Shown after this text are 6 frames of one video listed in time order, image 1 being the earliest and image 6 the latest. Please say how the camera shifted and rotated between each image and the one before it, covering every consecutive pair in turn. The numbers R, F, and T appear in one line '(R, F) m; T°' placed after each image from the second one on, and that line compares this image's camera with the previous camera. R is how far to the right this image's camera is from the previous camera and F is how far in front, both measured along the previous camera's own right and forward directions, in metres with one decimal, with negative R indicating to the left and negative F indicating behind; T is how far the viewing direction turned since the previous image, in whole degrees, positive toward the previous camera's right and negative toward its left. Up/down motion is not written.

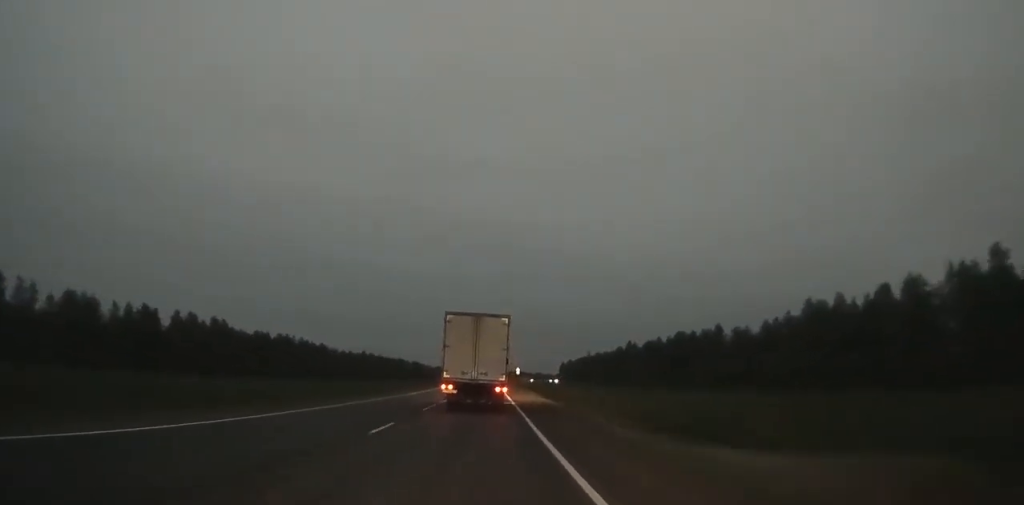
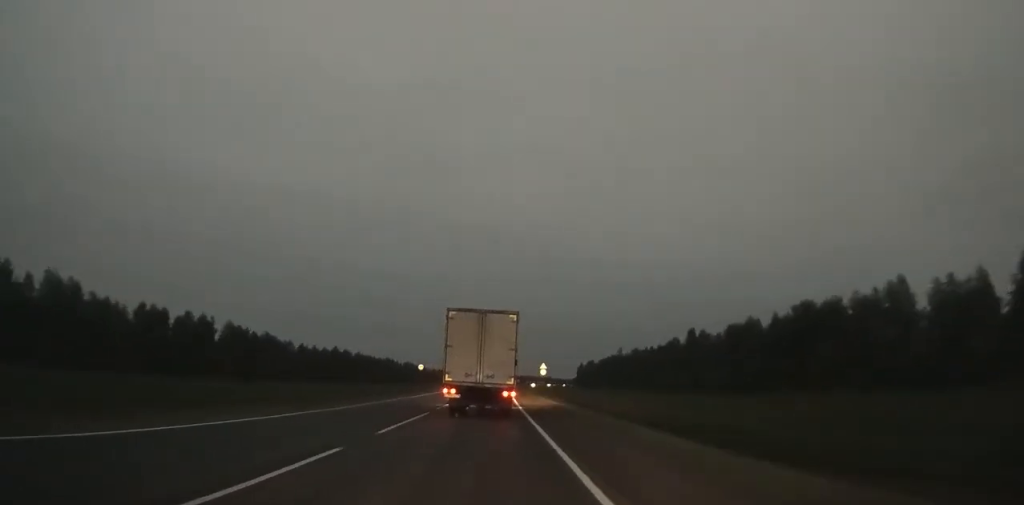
(0.0, +56.1) m; 0°
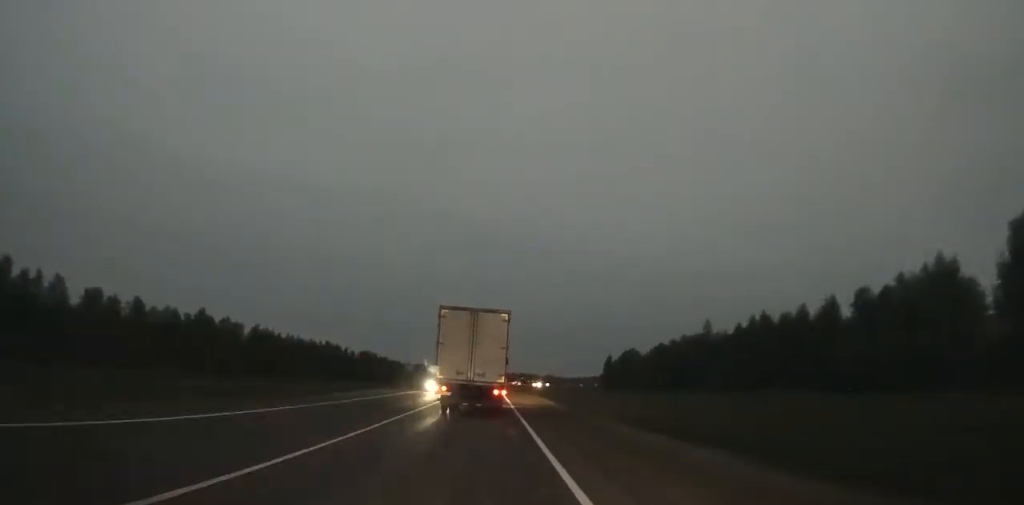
(+0.3, +97.2) m; 0°
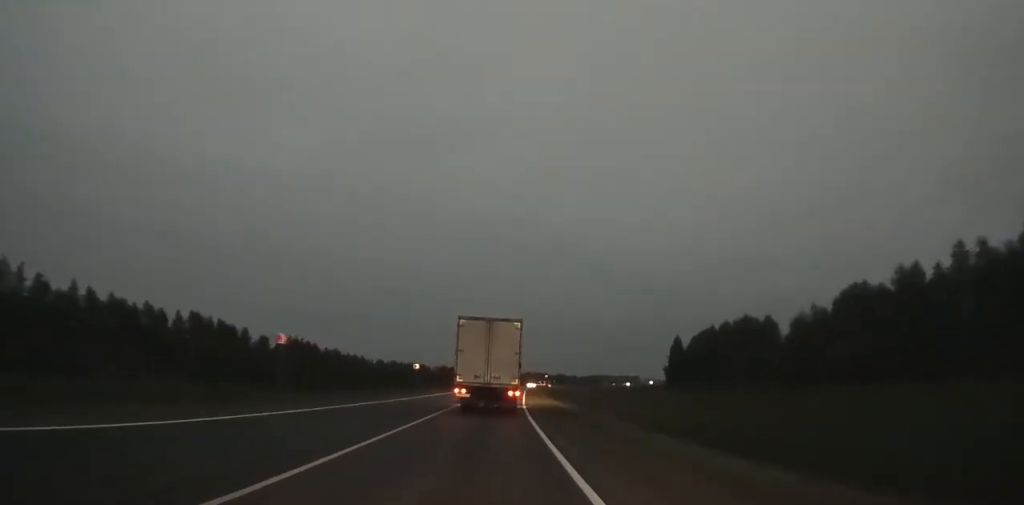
(-0.2, +89.2) m; +1°
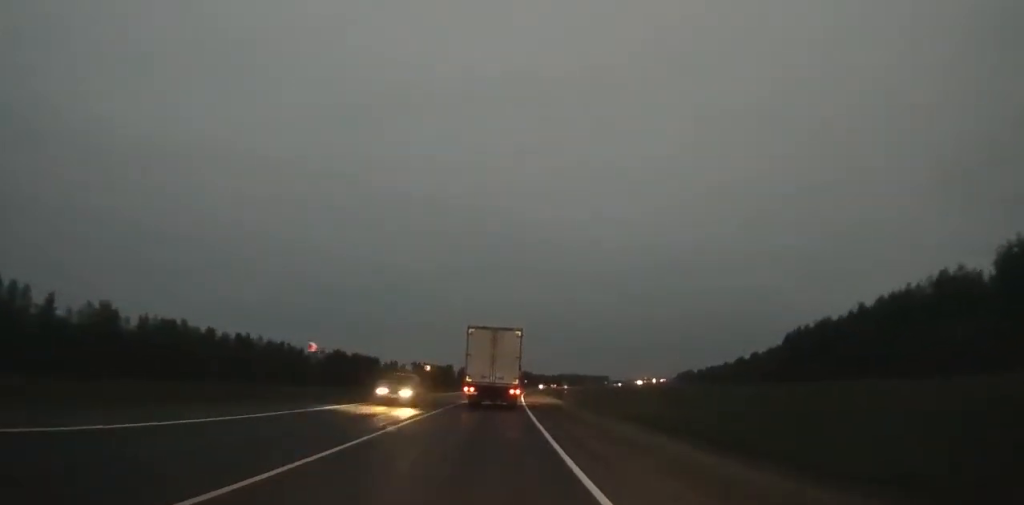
(+4.4, +152.7) m; +4°
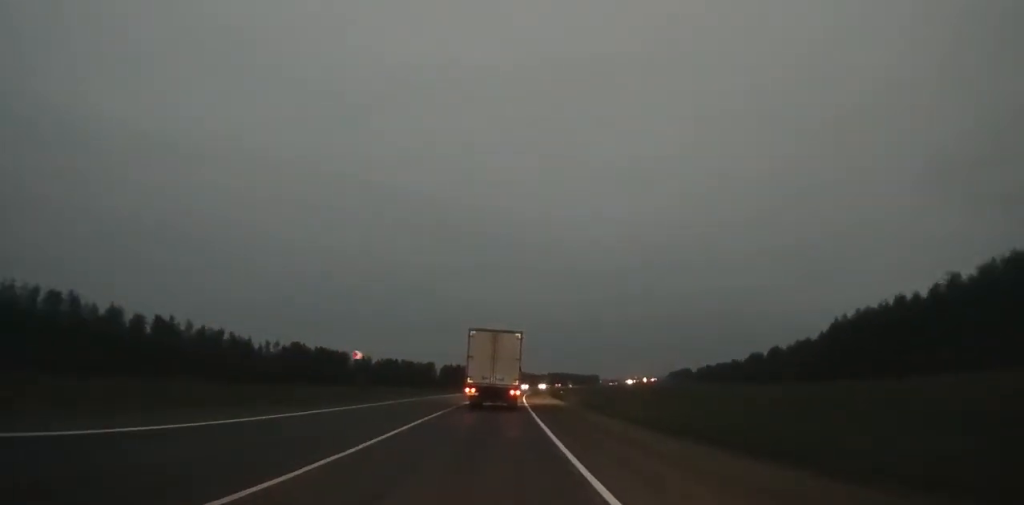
(+0.5, +31.0) m; +1°
